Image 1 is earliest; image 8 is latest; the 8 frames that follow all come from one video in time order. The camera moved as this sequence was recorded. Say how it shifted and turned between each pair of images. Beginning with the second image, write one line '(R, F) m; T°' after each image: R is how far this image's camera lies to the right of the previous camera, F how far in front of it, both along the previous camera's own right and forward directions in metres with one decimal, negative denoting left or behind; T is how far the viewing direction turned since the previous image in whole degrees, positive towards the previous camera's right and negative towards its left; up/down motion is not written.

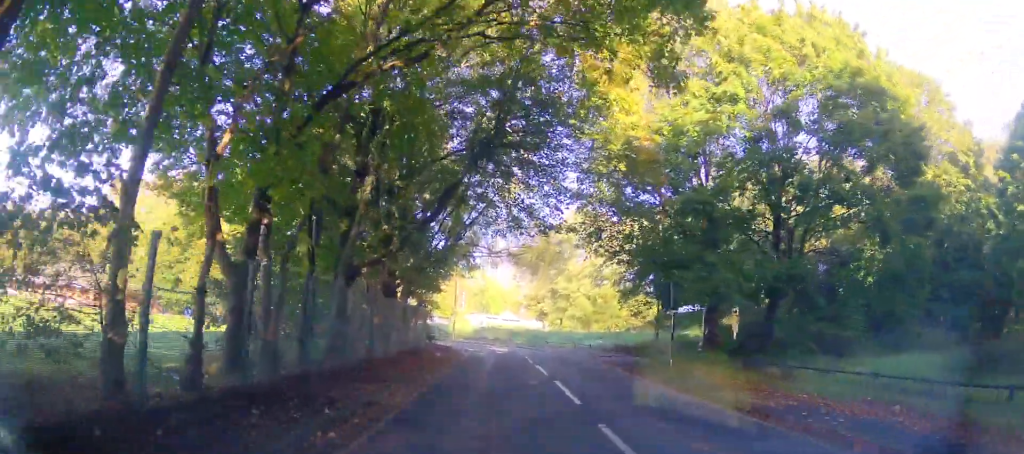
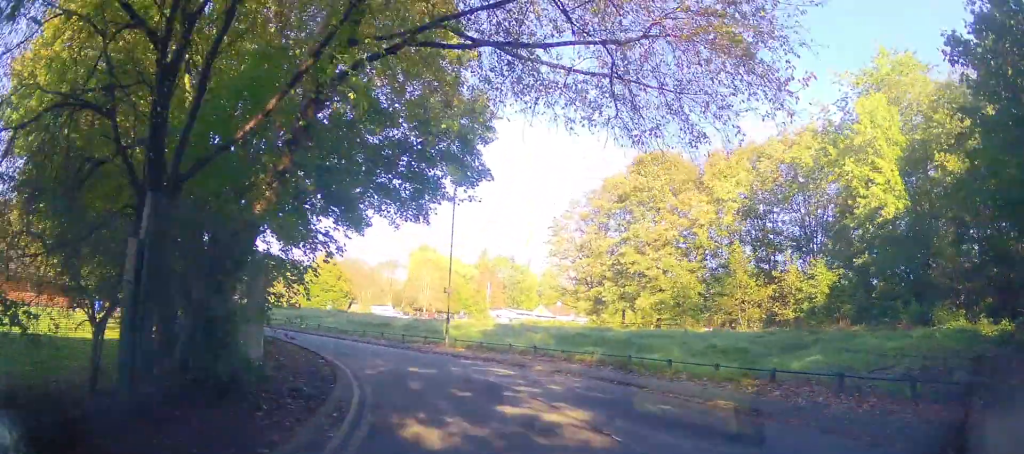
(-0.8, +22.3) m; -3°
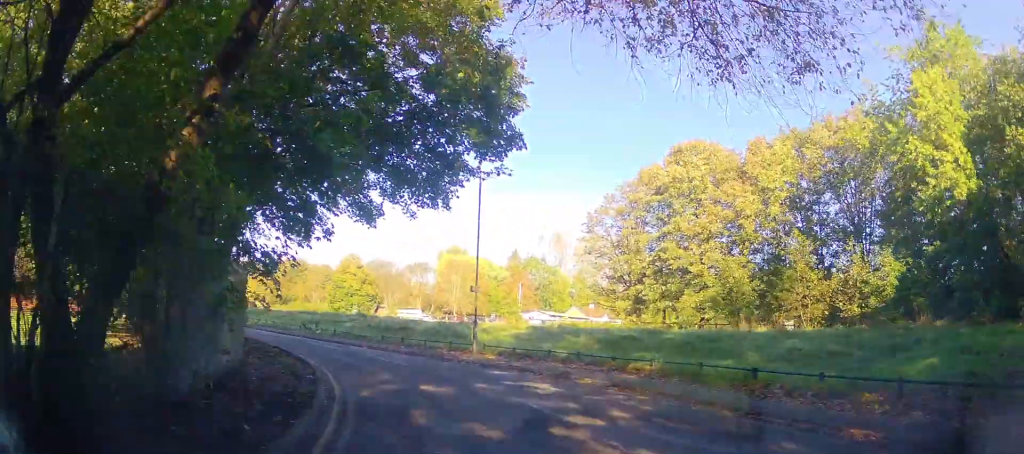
(0.0, +3.6) m; -1°
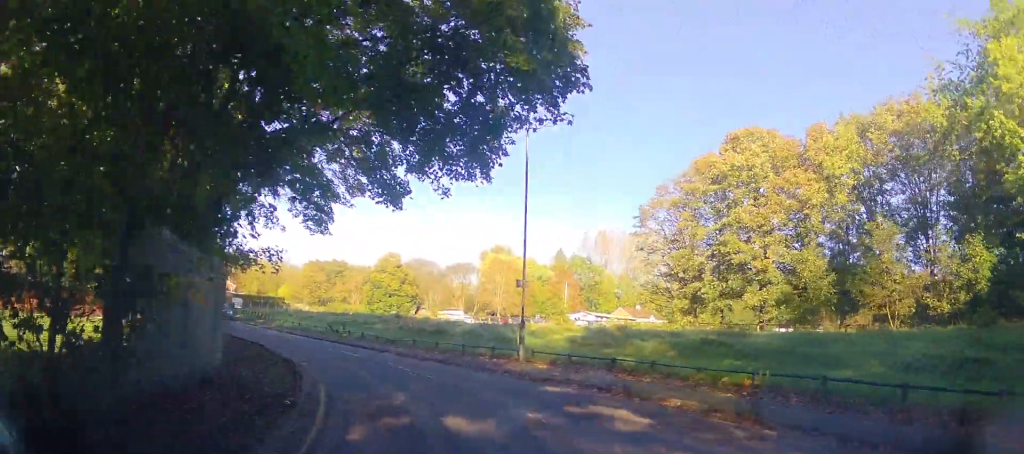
(+0.2, +4.1) m; -1°
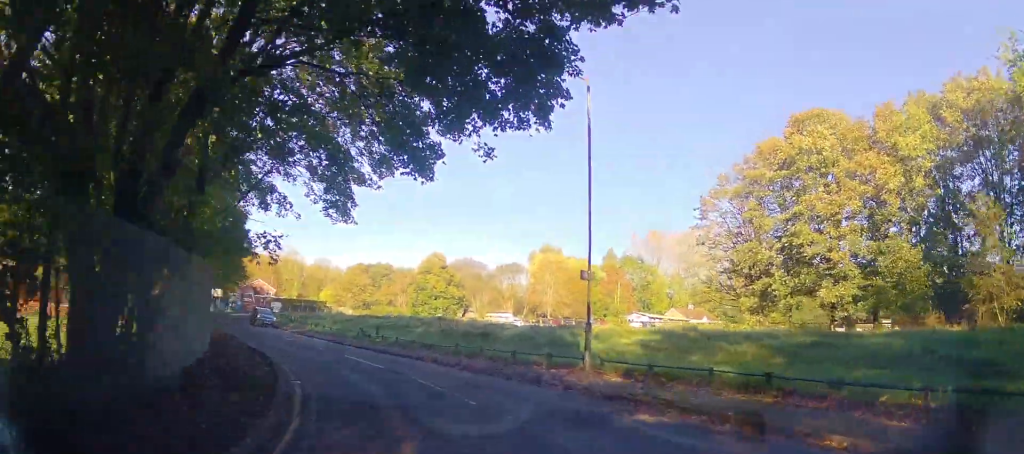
(-0.3, +4.3) m; -6°
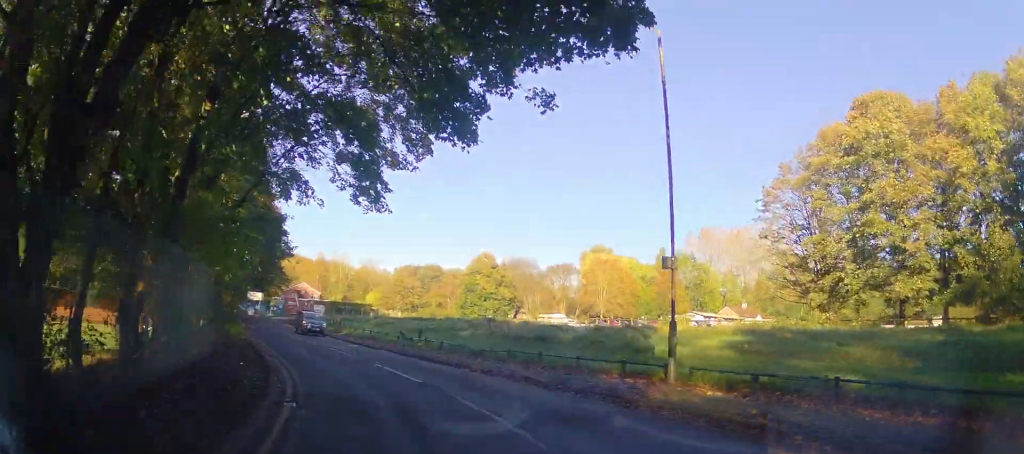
(0.0, +3.4) m; -5°
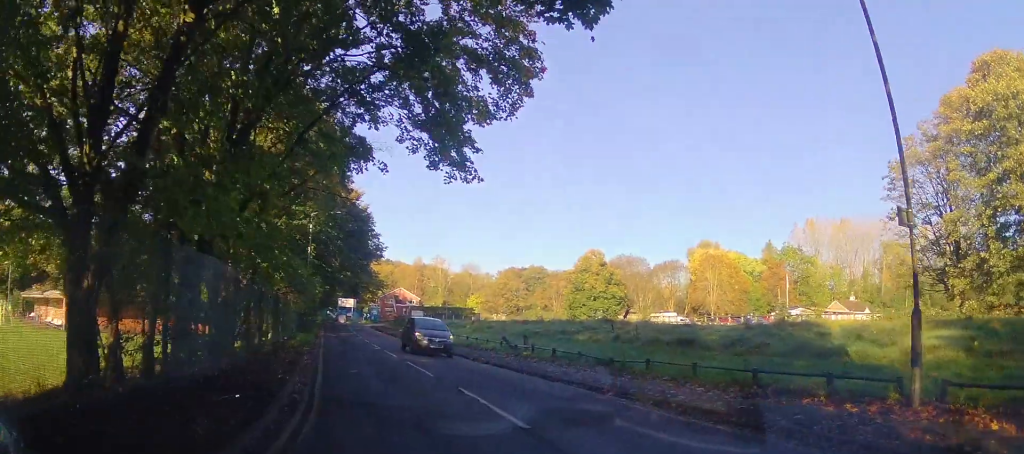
(-0.5, +5.6) m; -9°
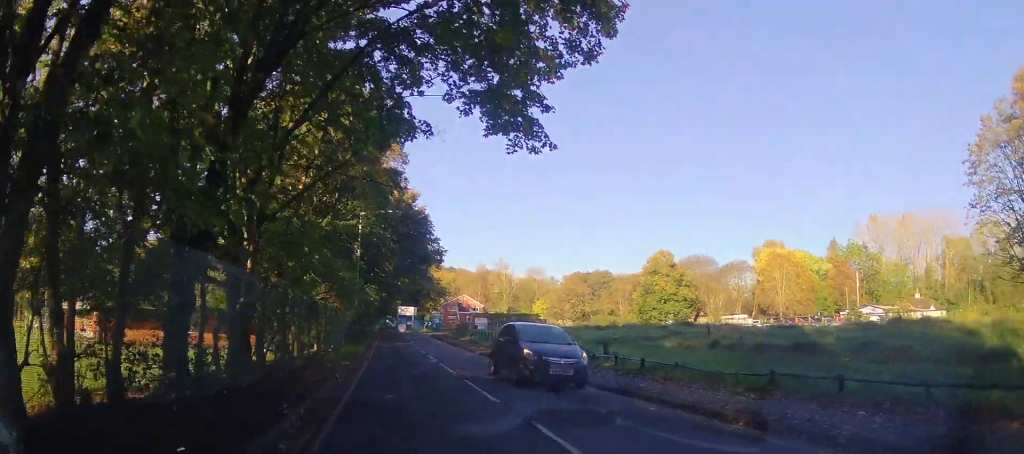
(-0.3, +3.7) m; -4°
